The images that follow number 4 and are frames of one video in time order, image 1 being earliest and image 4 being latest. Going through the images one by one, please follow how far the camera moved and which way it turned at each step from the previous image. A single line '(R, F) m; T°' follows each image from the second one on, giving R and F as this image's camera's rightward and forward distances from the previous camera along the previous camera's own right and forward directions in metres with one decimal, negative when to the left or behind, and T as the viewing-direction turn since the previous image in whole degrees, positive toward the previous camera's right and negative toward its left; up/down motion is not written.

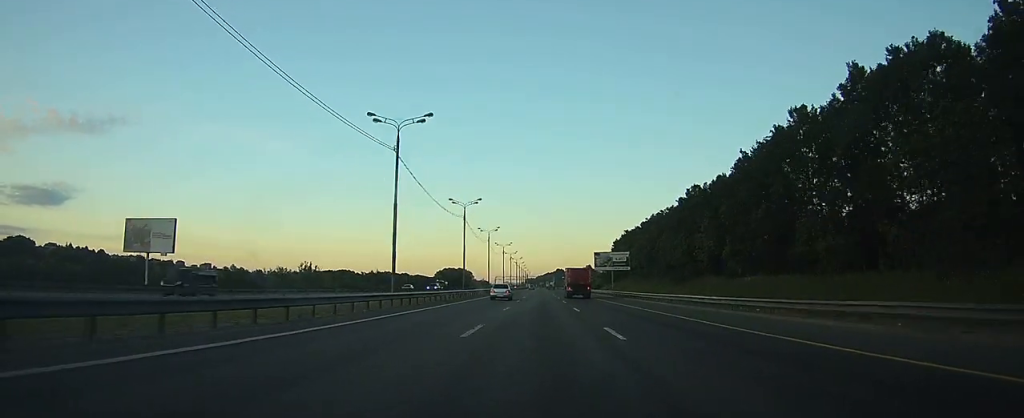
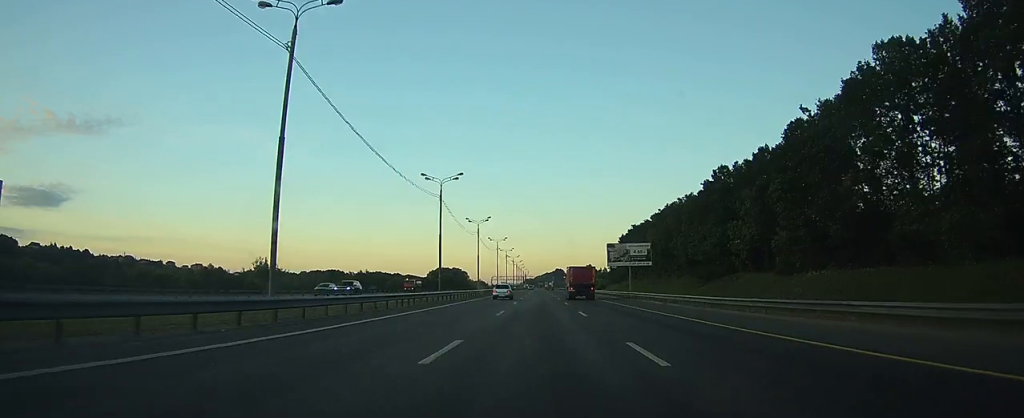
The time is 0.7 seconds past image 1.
(-0.1, +20.8) m; 0°
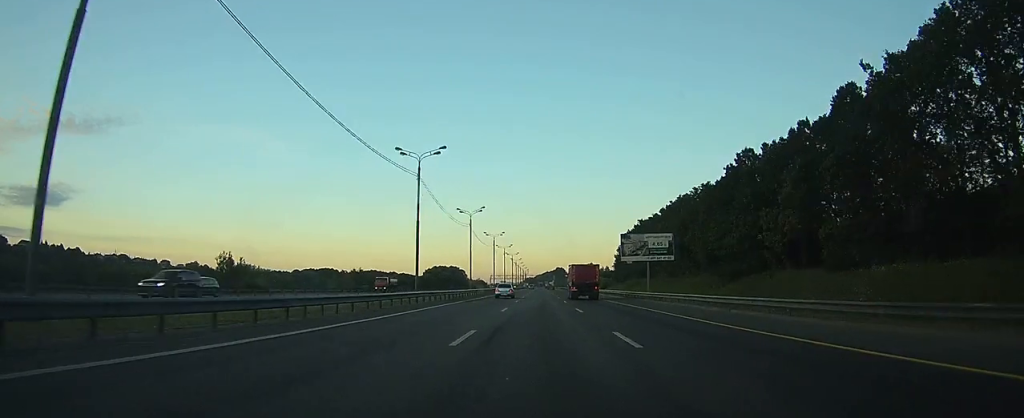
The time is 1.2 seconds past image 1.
(0.0, +13.2) m; 0°
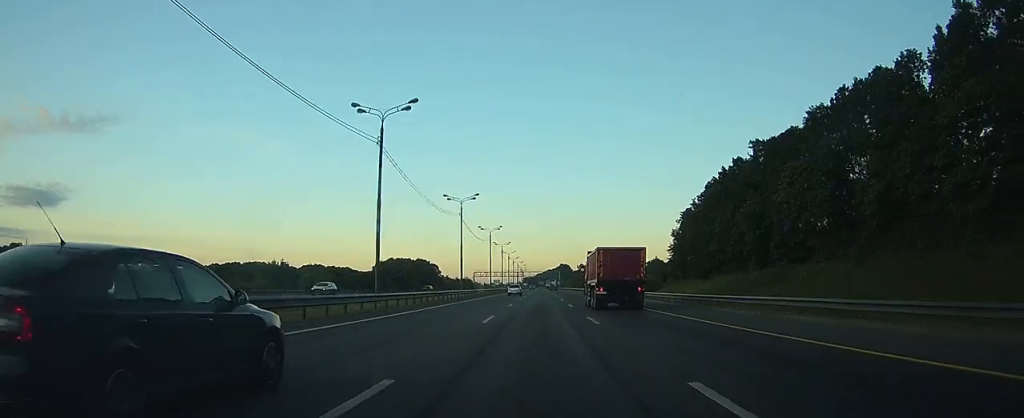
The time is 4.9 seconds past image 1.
(+0.5, +104.5) m; 0°
